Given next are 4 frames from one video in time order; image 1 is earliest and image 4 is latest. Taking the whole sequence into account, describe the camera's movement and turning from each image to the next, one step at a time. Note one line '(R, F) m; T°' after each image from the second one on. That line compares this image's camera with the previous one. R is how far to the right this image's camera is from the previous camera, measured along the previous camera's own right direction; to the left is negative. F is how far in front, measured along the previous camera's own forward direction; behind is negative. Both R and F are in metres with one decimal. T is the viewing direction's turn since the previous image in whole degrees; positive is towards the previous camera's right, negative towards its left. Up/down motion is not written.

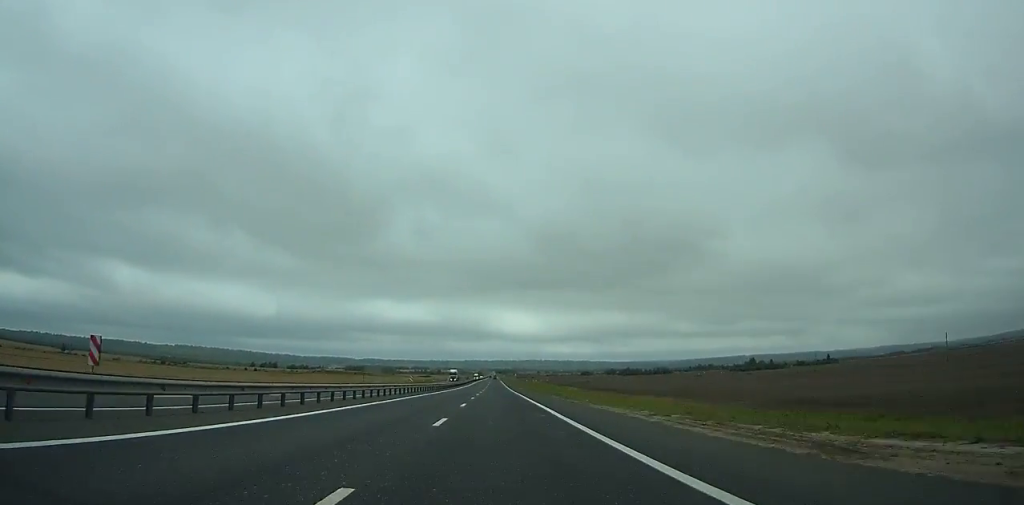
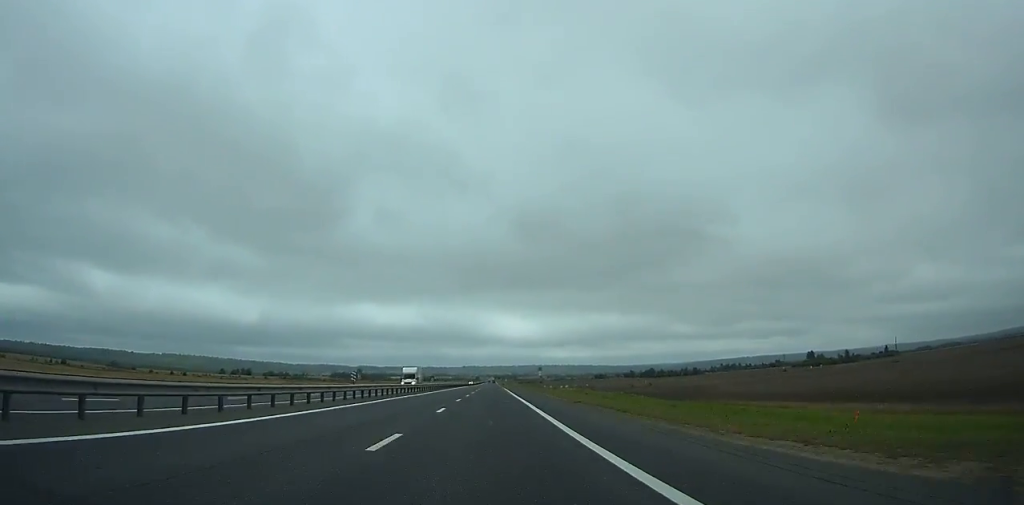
(+0.2, +137.1) m; 0°
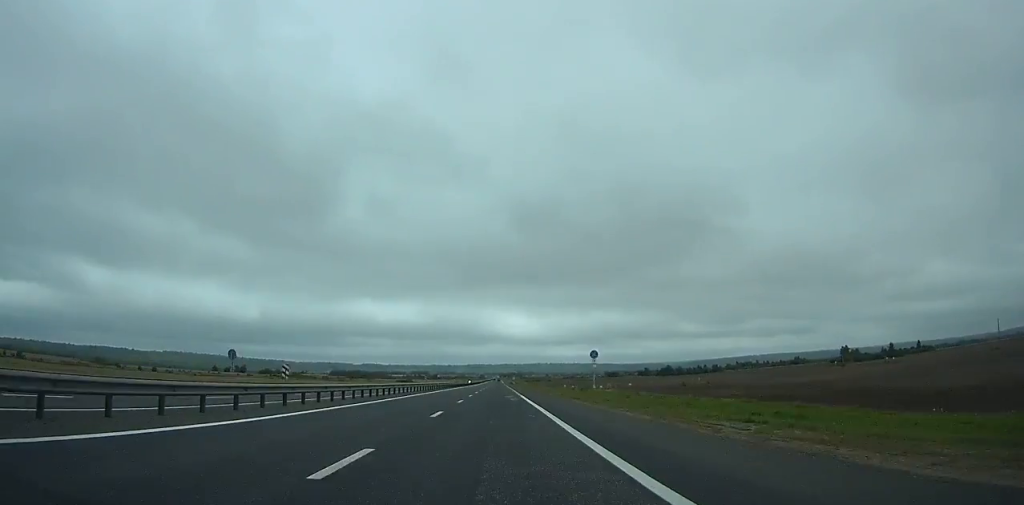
(0.0, +50.6) m; 0°
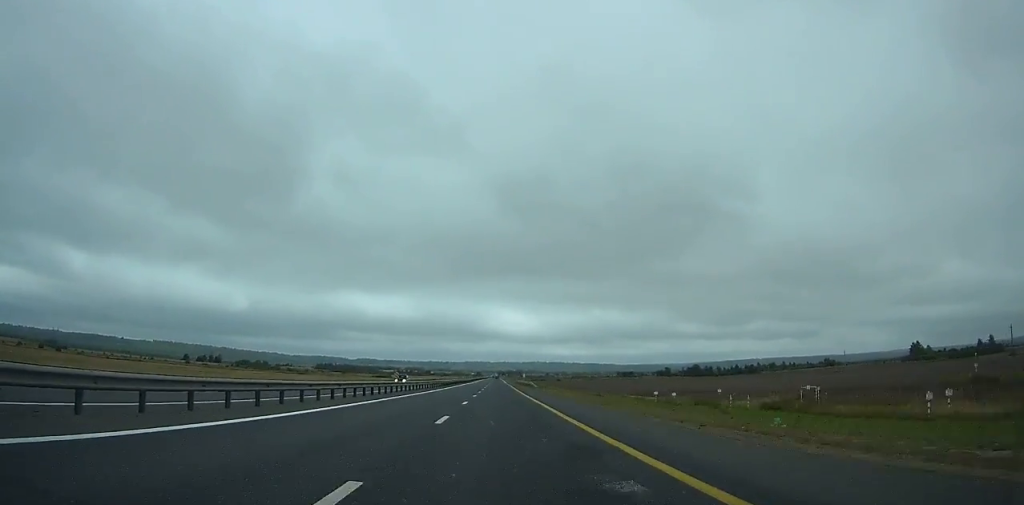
(+0.1, +102.4) m; 0°
